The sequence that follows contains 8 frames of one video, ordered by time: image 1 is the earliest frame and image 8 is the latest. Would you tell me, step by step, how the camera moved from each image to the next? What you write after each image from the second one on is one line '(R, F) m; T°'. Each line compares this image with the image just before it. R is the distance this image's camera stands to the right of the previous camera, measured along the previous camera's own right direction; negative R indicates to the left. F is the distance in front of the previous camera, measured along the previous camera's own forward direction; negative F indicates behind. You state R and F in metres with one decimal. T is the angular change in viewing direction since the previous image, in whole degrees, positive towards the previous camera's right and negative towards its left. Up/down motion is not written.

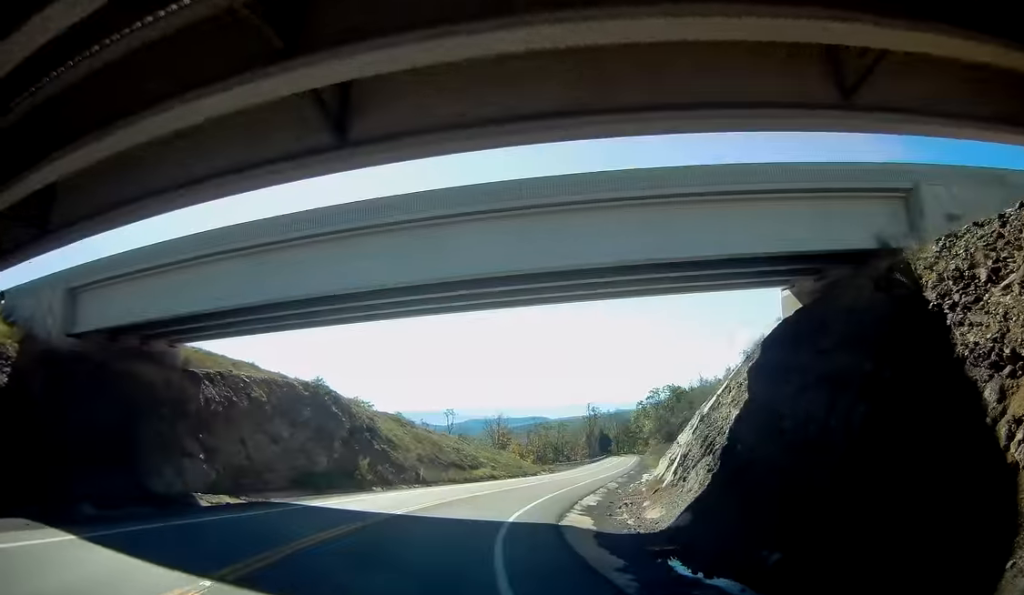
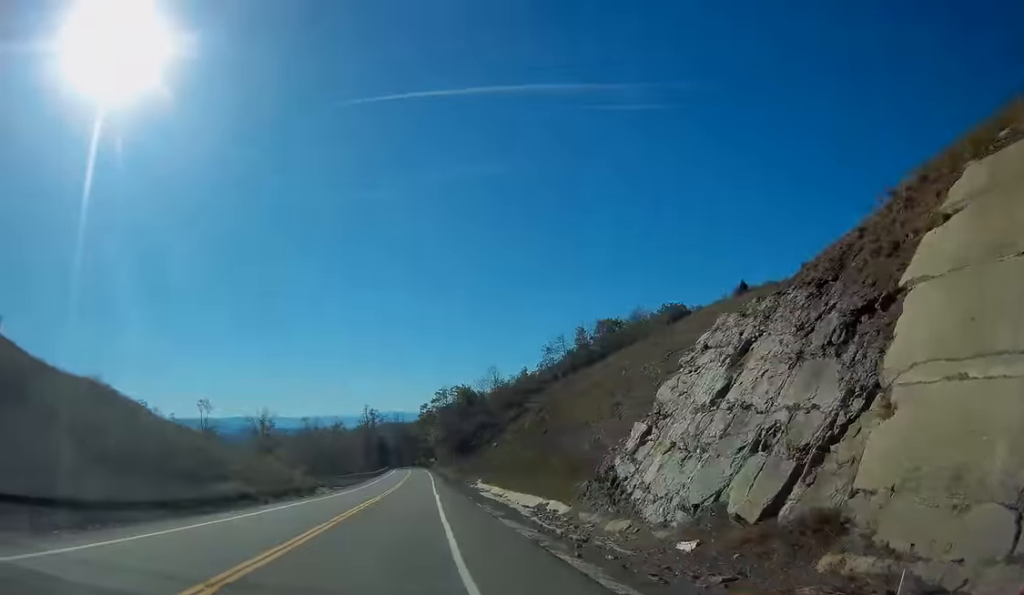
(+6.3, +30.8) m; +22°
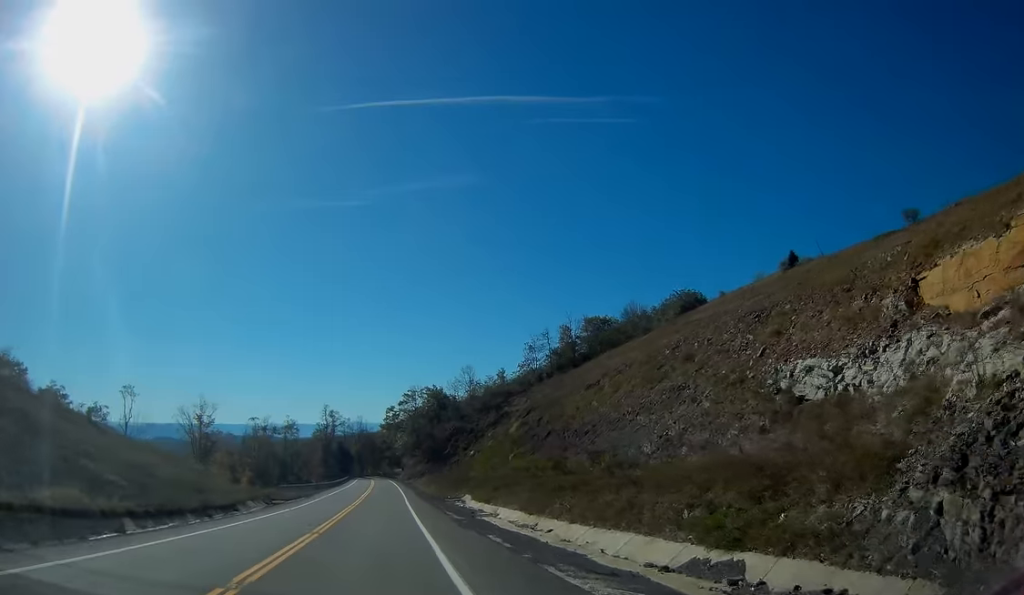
(+1.6, +22.5) m; +6°
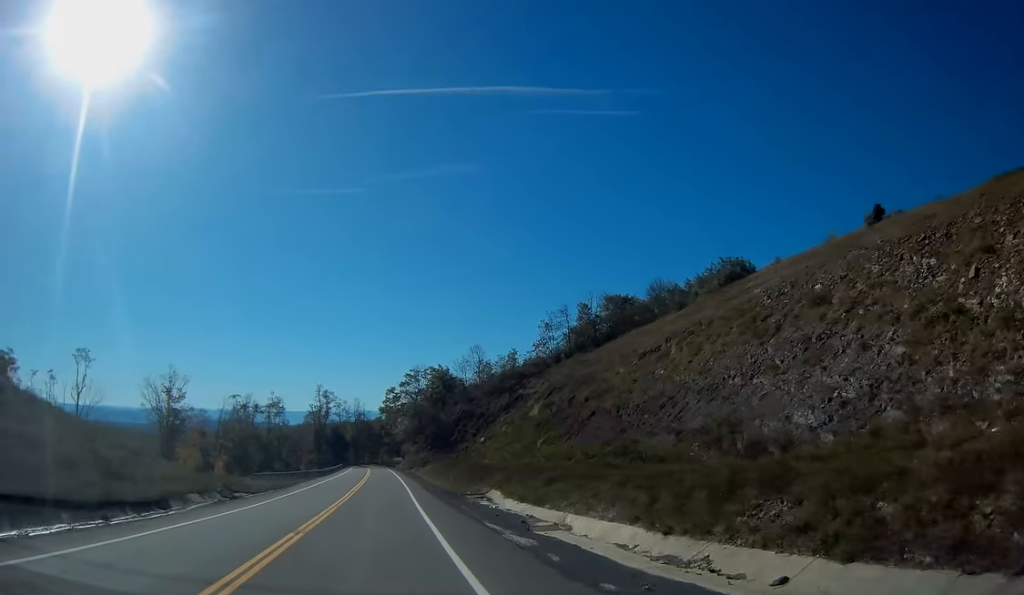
(+0.4, +17.4) m; +1°
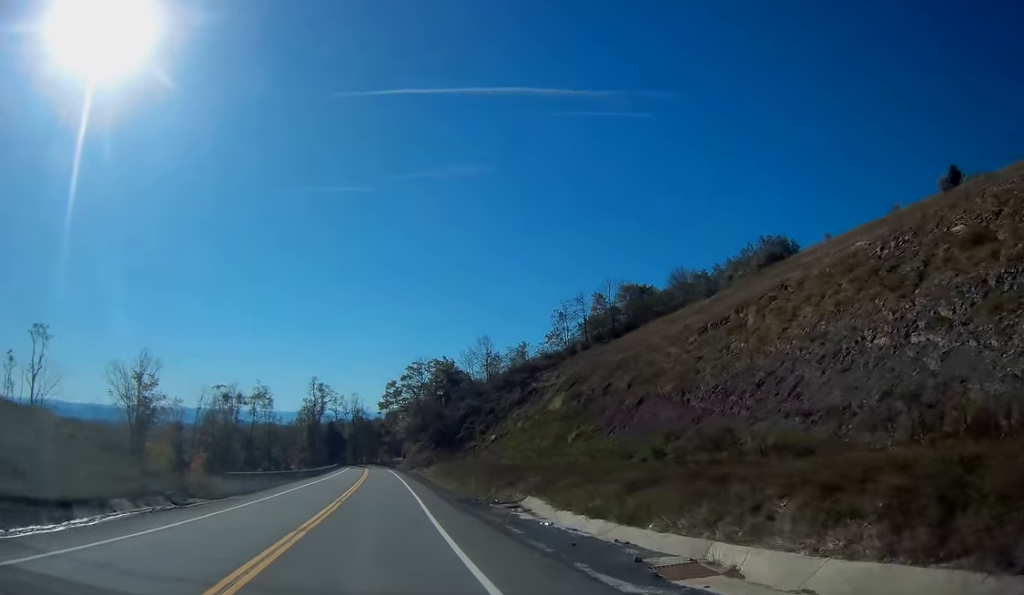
(+0.1, +12.6) m; 0°
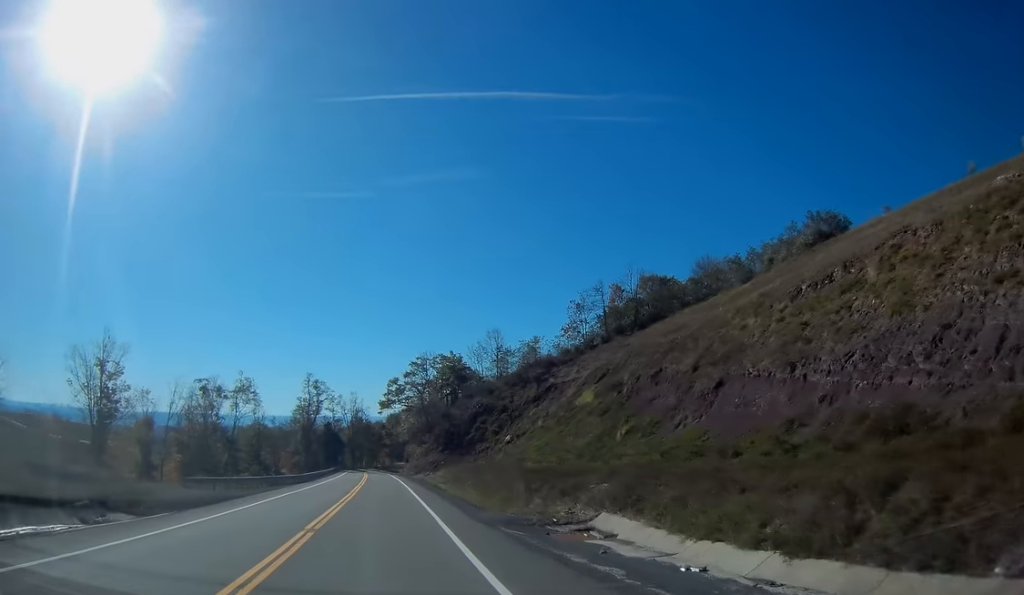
(-0.1, +12.6) m; -1°
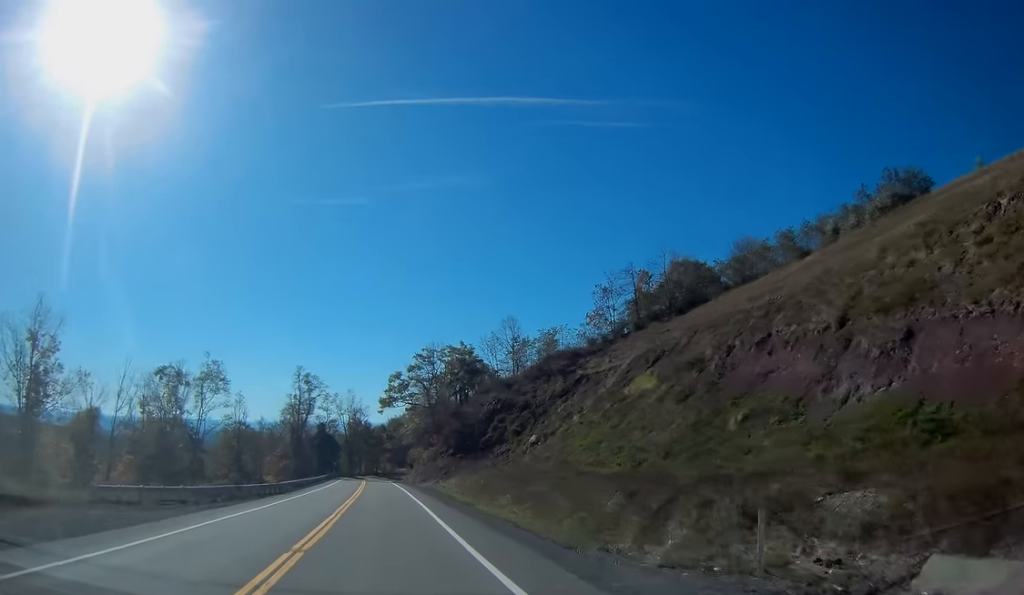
(-0.1, +16.6) m; 0°
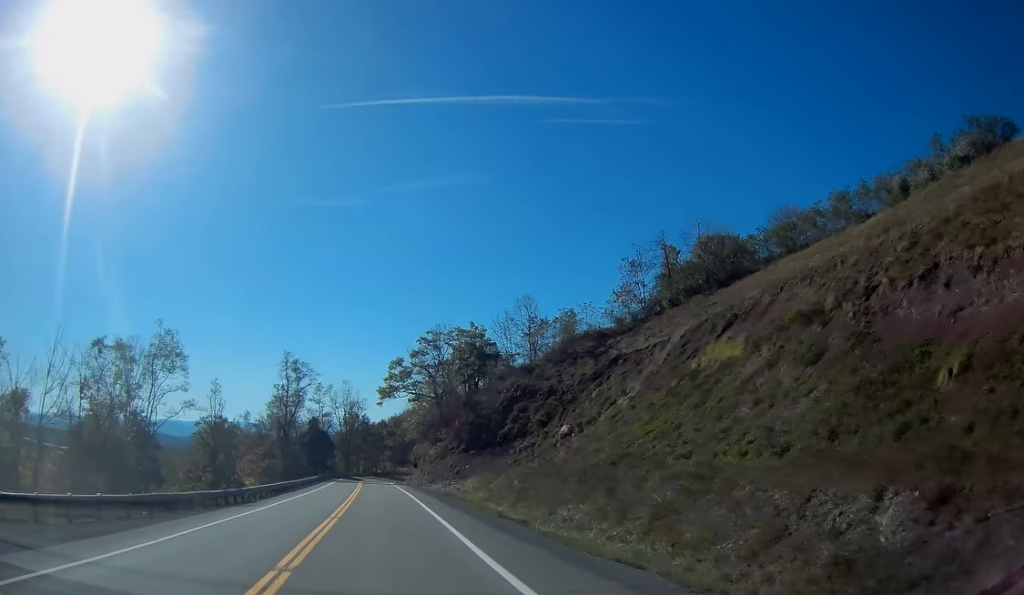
(0.0, +14.8) m; -1°
